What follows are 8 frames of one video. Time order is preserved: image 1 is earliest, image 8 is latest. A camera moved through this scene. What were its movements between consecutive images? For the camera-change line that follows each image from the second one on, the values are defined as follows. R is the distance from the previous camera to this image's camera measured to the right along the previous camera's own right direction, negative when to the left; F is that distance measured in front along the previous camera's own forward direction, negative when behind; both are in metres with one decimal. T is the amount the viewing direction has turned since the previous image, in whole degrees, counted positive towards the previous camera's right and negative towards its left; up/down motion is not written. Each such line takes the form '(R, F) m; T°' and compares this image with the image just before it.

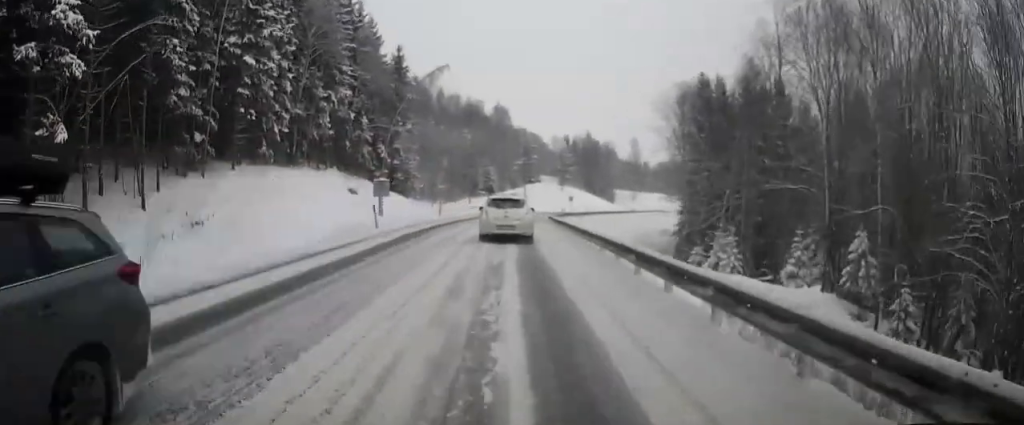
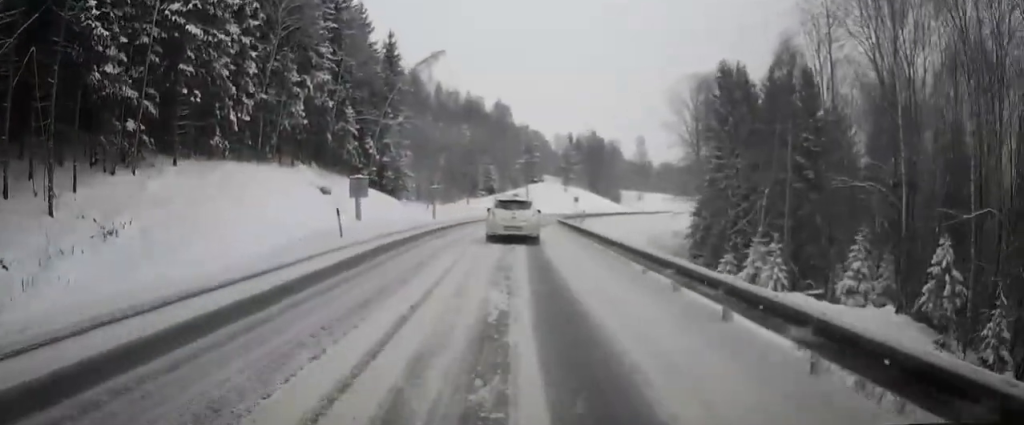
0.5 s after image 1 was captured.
(+0.1, +5.8) m; 0°
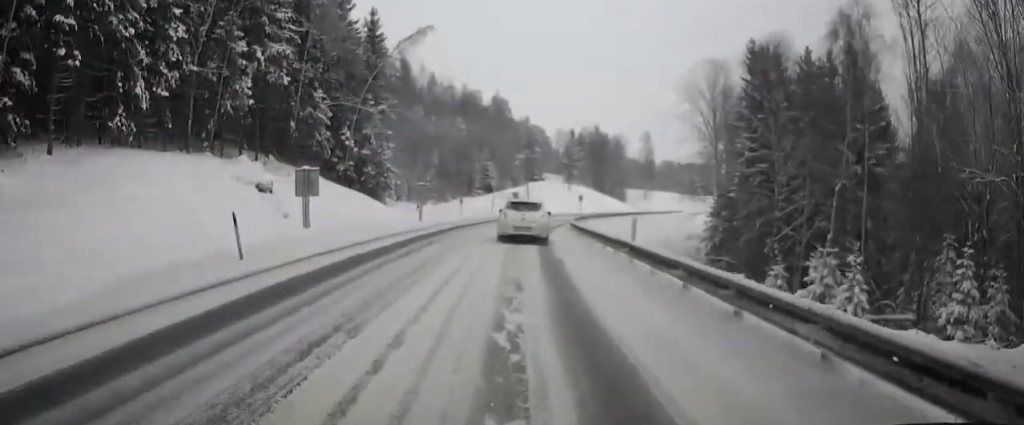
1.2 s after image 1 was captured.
(+0.1, +7.8) m; +1°
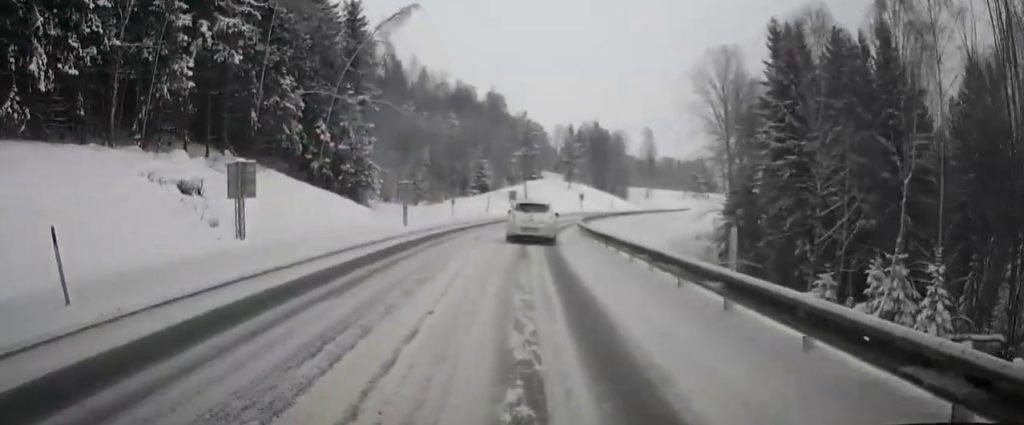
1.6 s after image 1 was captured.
(0.0, +5.4) m; 0°
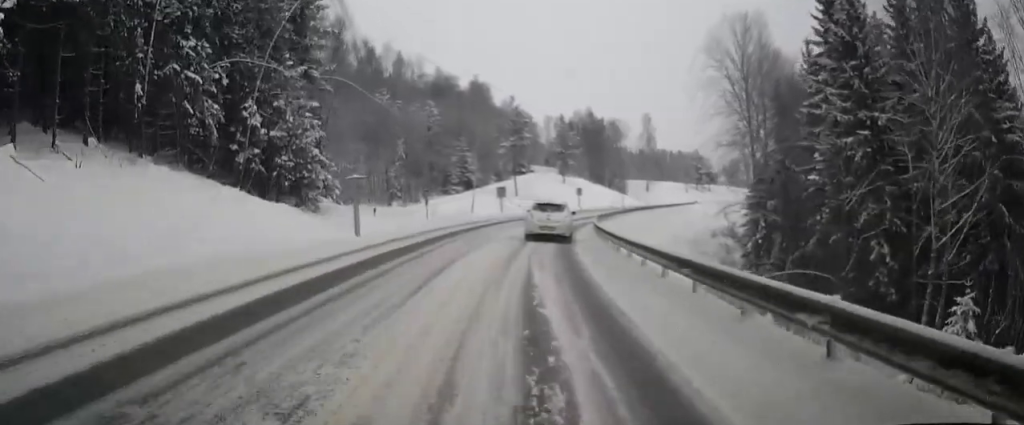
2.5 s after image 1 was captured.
(0.0, +10.1) m; 0°
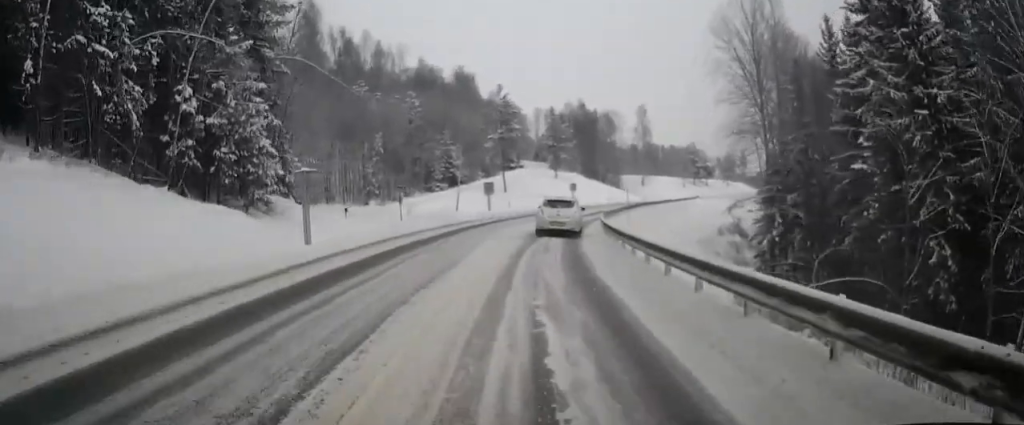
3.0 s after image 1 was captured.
(0.0, +5.9) m; 0°
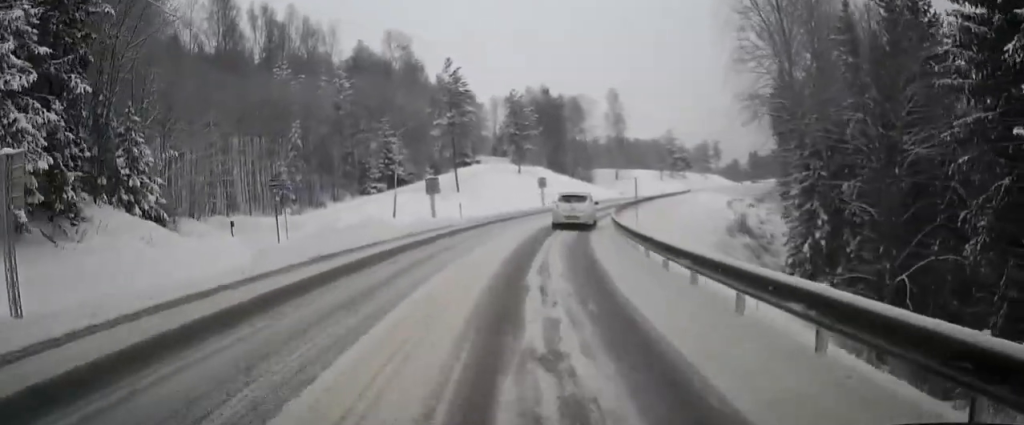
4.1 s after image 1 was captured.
(+0.2, +13.8) m; +2°
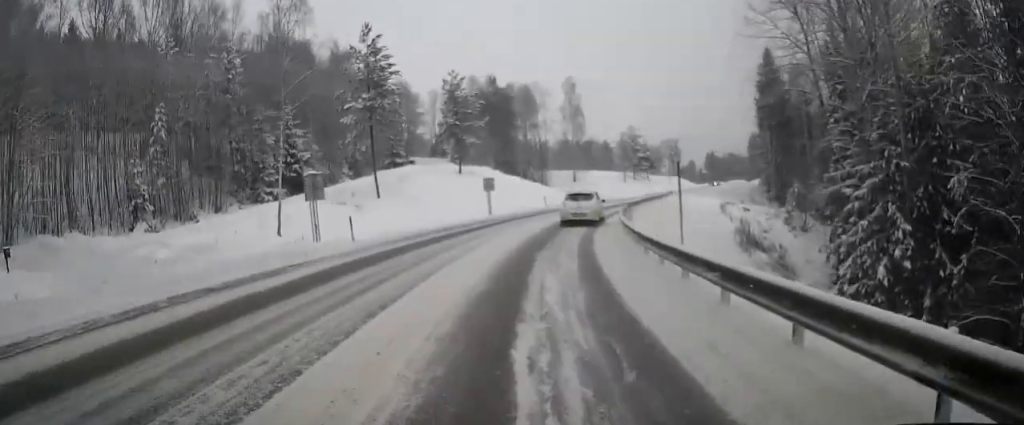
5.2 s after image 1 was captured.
(+0.4, +13.9) m; +4°
